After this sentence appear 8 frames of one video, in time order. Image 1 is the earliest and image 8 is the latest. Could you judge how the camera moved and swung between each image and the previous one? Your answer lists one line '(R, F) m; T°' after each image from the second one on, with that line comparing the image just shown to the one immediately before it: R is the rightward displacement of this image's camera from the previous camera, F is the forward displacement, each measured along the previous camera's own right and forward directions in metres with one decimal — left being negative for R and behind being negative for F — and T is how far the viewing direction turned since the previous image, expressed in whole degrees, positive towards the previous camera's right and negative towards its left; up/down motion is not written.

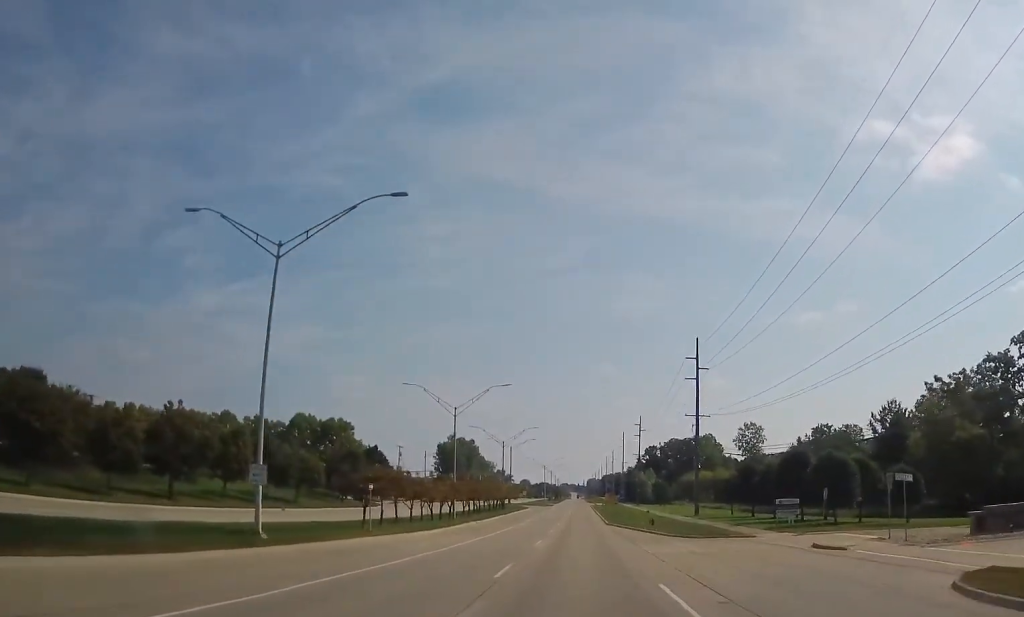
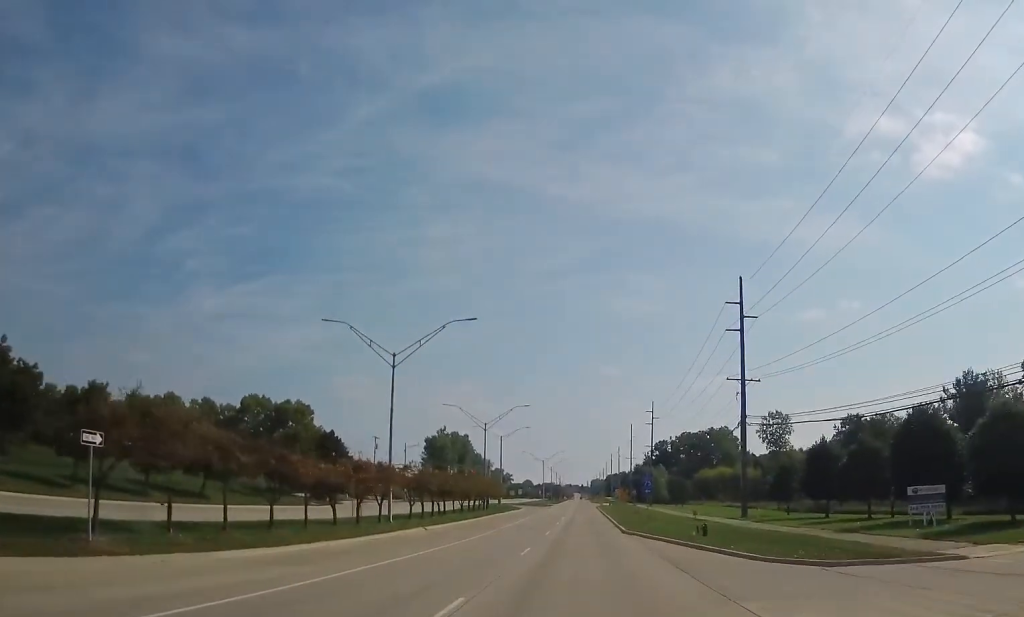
(-0.3, +25.7) m; 0°
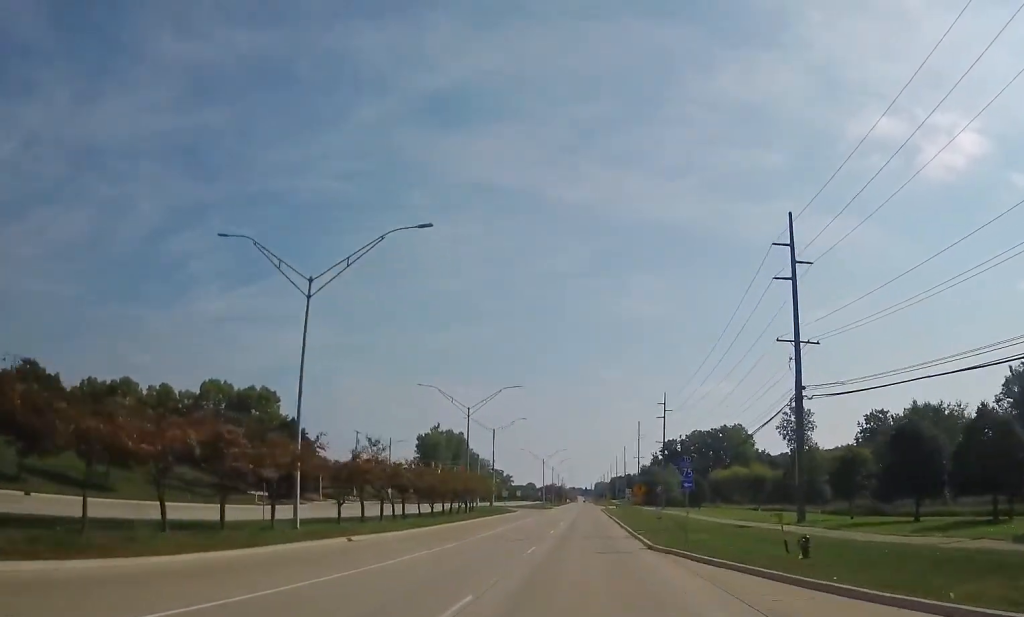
(+0.1, +16.1) m; +2°
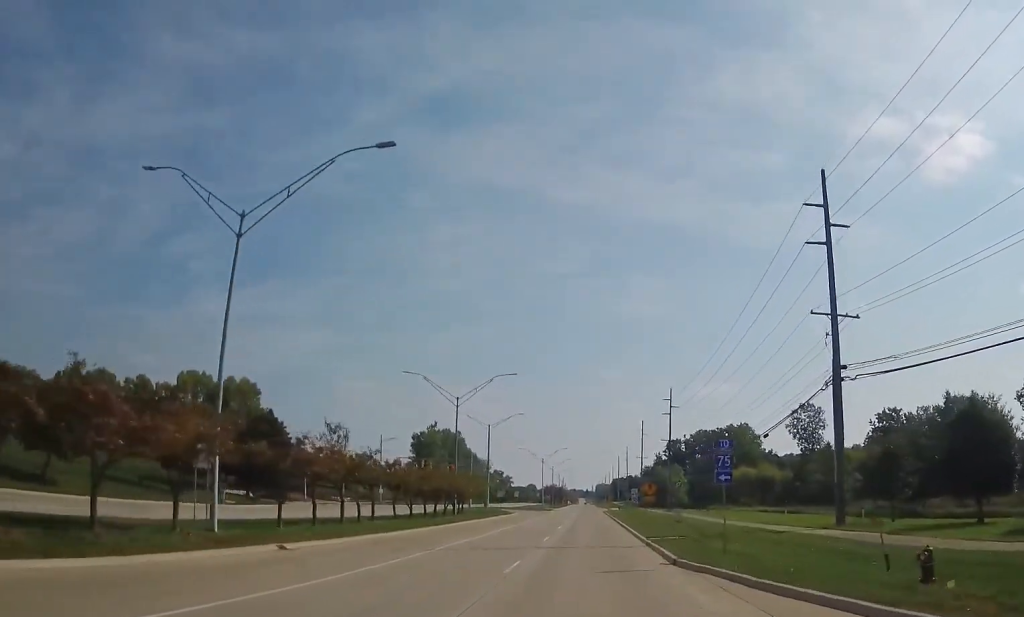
(+0.2, +7.3) m; 0°
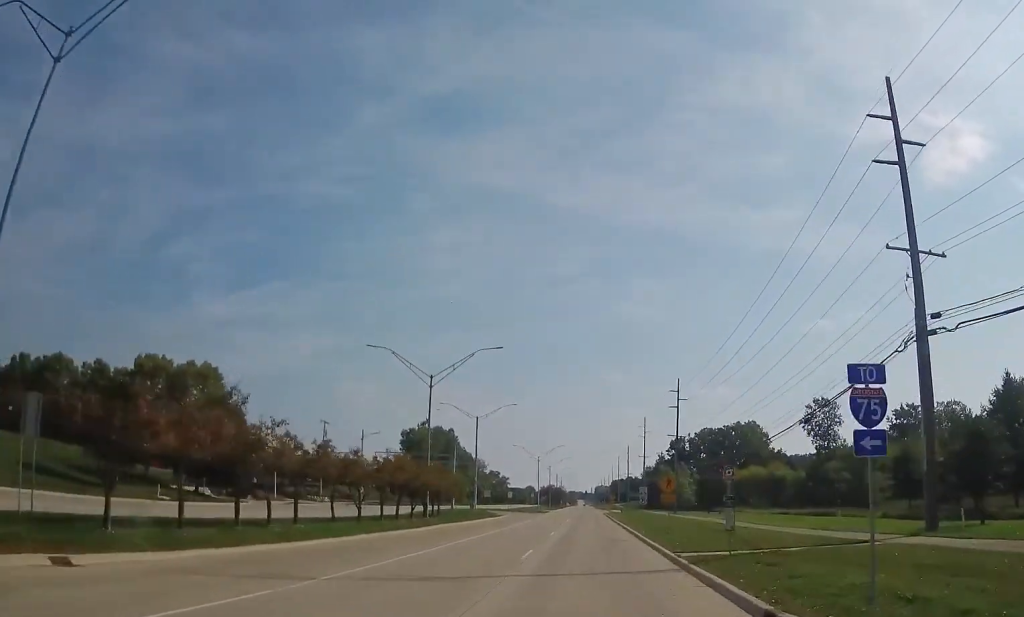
(+0.1, +11.1) m; 0°
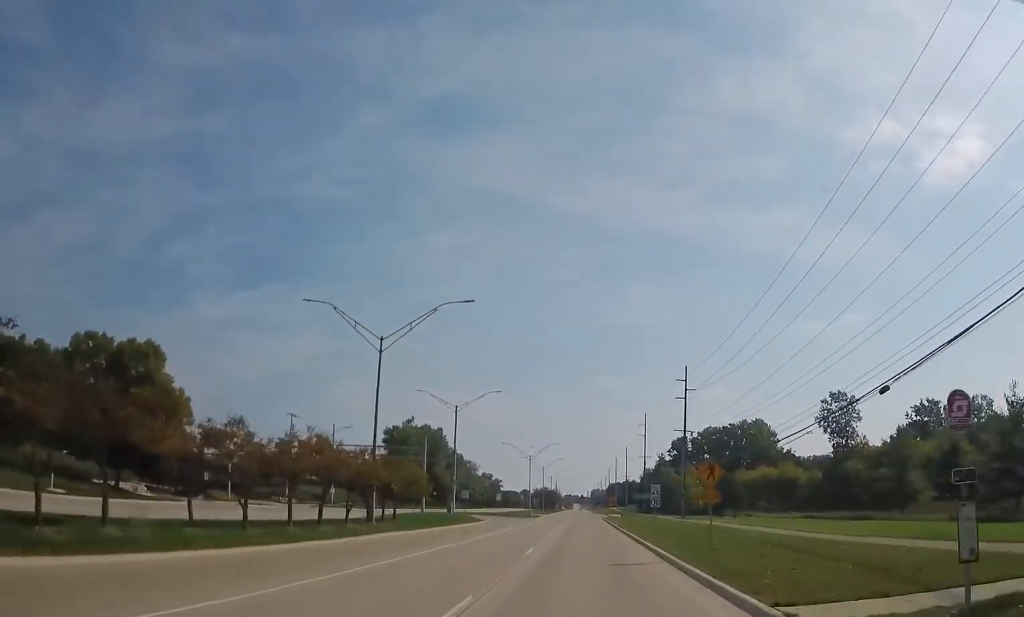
(-0.4, +12.7) m; 0°
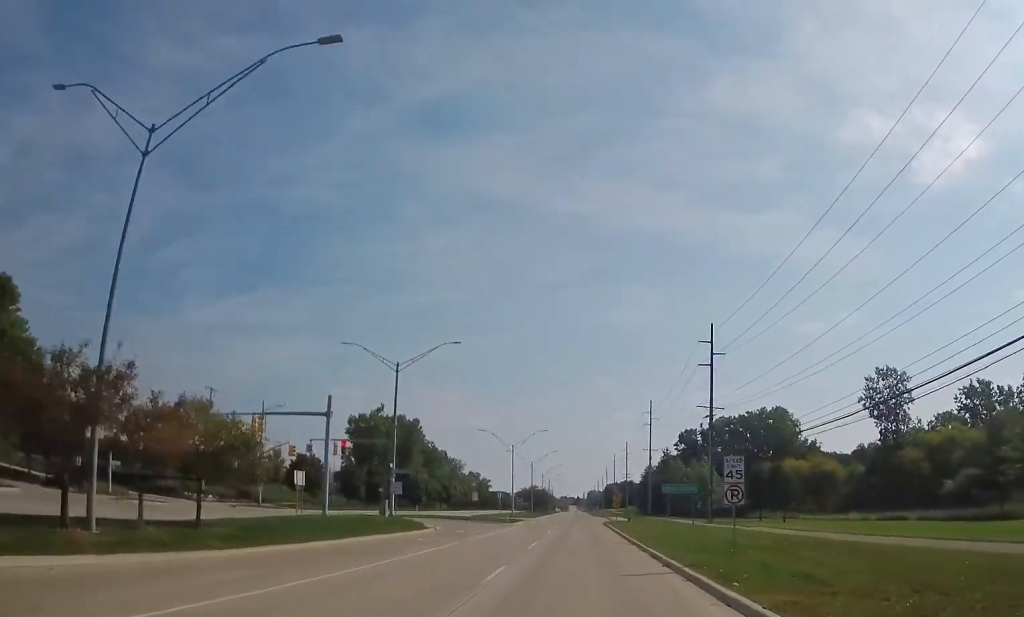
(+0.3, +23.7) m; 0°
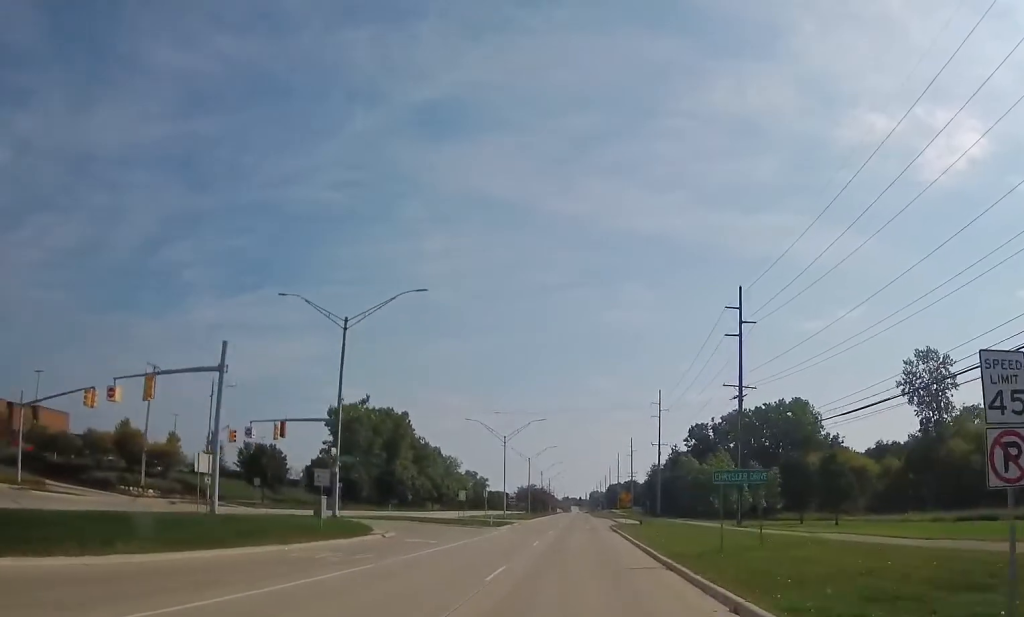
(-0.4, +13.1) m; 0°
